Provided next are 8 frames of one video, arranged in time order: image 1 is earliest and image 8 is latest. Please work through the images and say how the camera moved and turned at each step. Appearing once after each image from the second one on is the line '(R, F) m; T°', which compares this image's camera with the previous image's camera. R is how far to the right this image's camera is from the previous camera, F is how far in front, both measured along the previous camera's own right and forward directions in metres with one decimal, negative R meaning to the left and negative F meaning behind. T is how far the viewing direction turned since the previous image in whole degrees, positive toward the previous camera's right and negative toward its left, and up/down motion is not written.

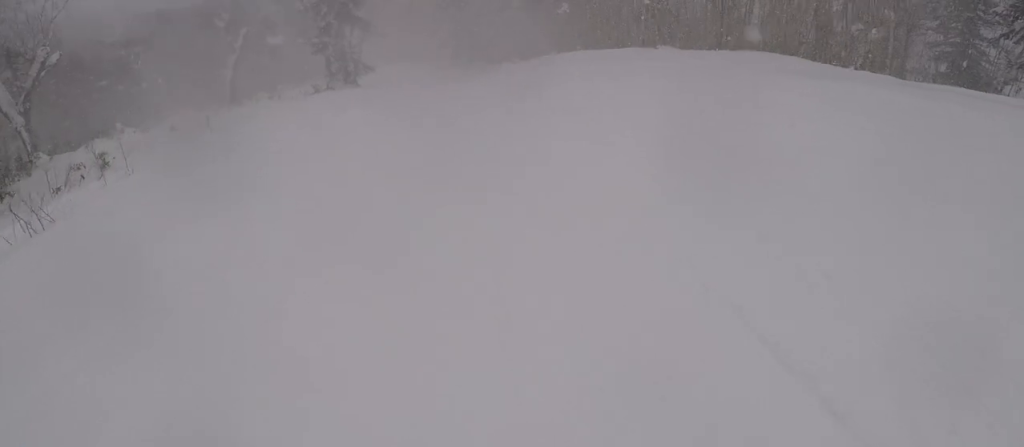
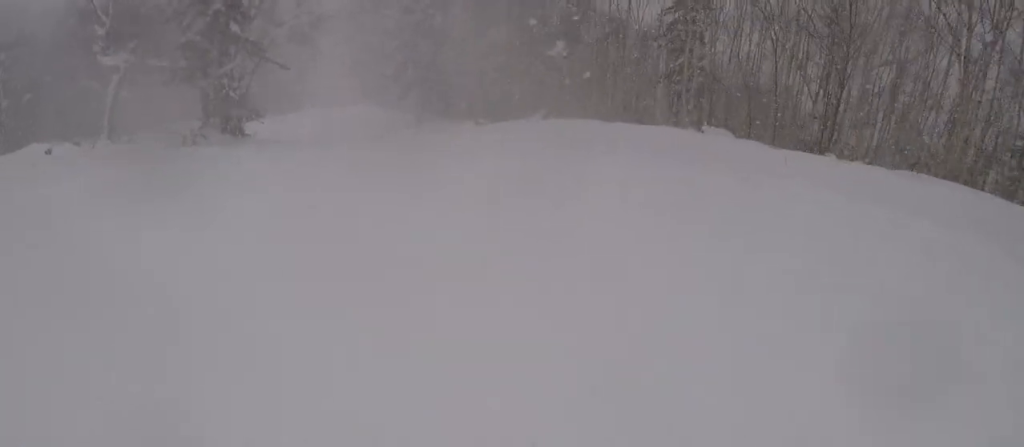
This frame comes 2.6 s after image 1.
(+1.5, +18.6) m; -2°
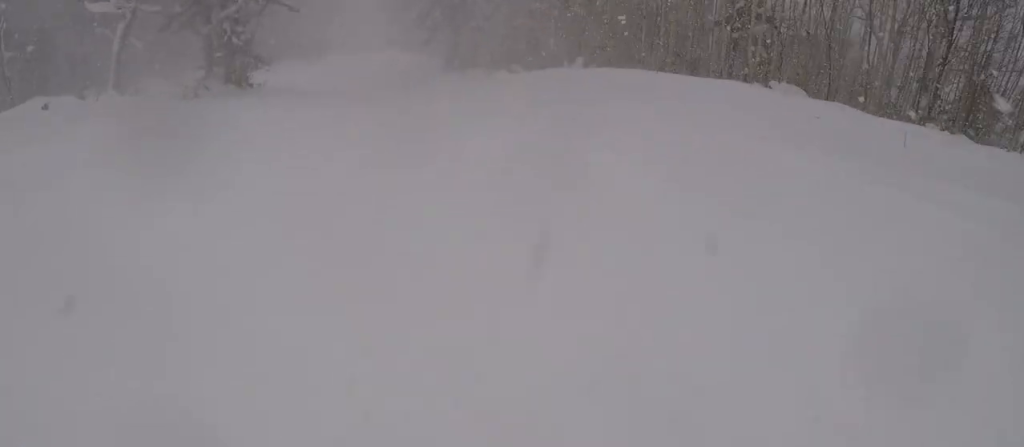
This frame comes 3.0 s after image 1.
(+0.8, +3.3) m; -5°
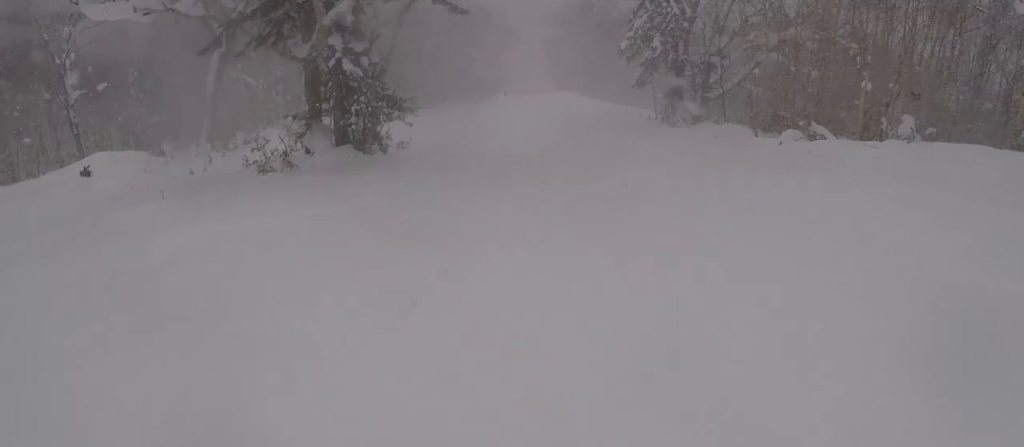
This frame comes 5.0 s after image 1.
(-5.9, +14.5) m; -17°
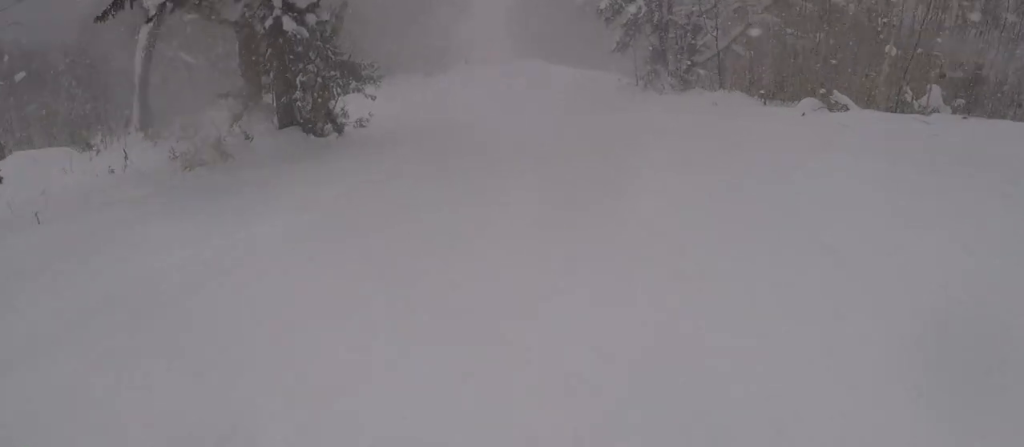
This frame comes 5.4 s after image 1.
(+0.4, +3.1) m; +2°
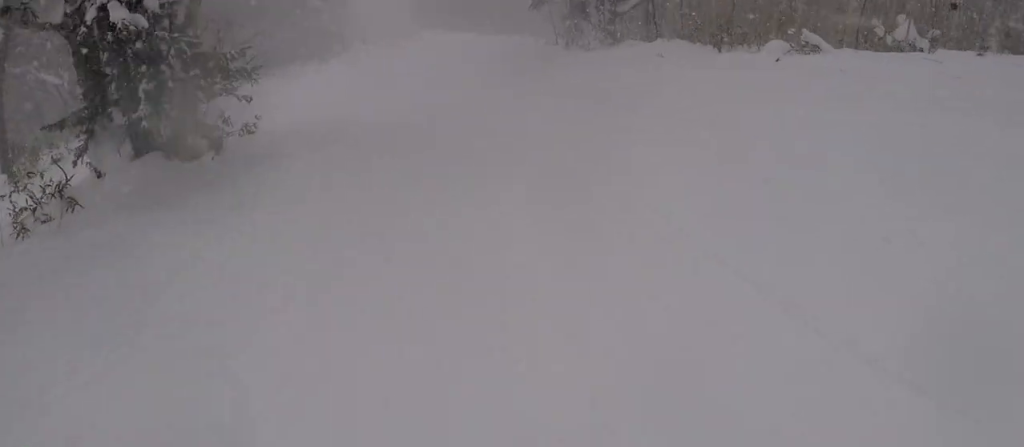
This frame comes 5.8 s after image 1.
(+0.7, +3.3) m; +2°
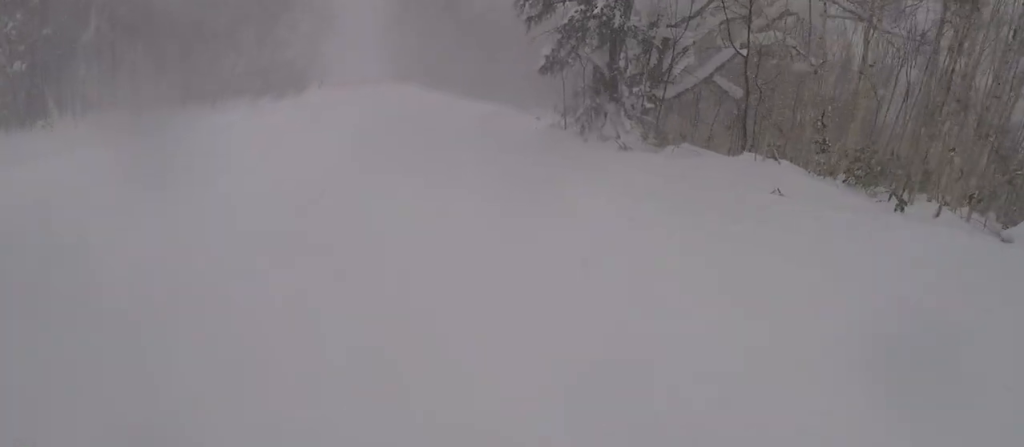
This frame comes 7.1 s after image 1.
(-0.5, +10.2) m; +2°
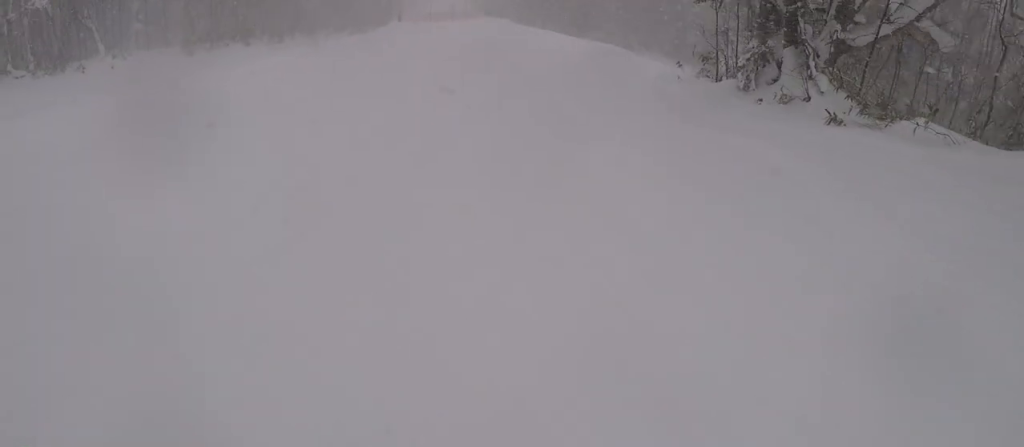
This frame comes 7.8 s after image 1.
(+0.8, +5.9) m; 0°
